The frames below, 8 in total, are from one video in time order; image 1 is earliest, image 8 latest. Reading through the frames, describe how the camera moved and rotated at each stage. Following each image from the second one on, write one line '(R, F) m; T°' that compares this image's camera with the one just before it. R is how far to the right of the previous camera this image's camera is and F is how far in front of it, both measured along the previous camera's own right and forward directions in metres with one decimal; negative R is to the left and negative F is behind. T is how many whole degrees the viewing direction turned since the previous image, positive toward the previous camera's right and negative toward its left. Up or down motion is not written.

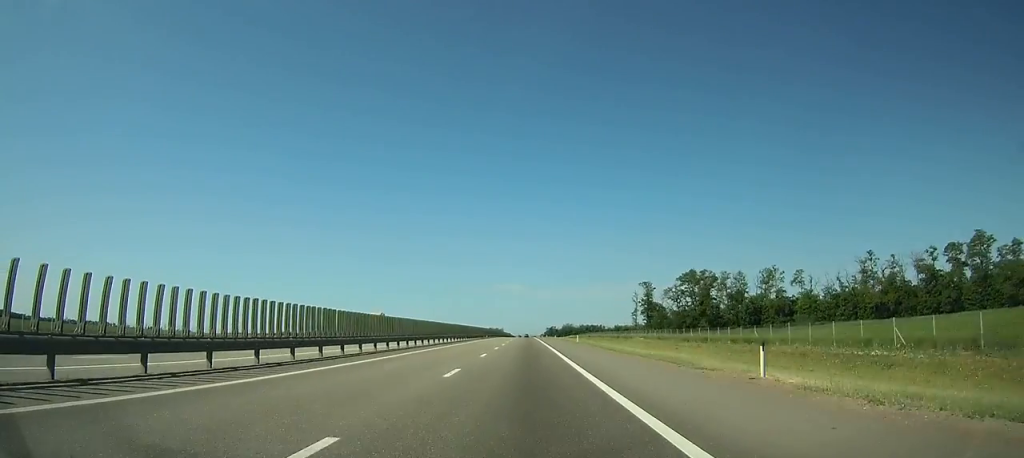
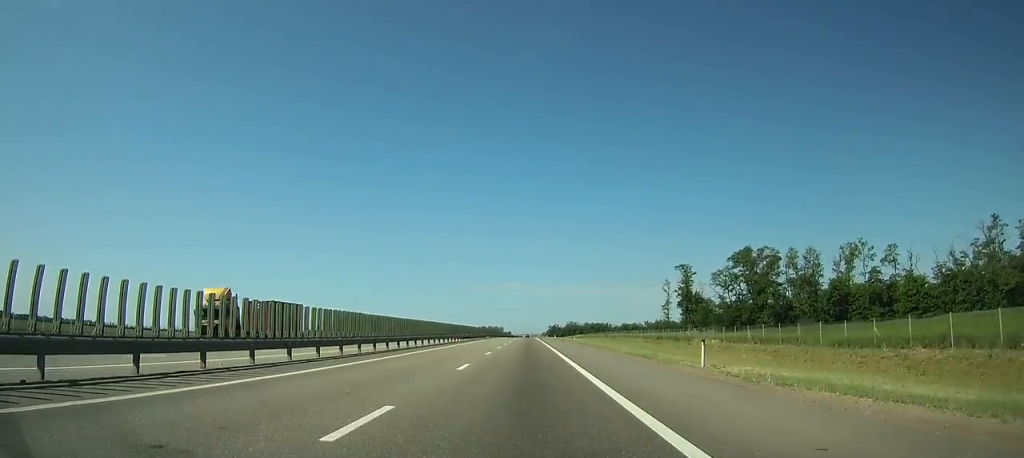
(+0.1, +46.2) m; 0°
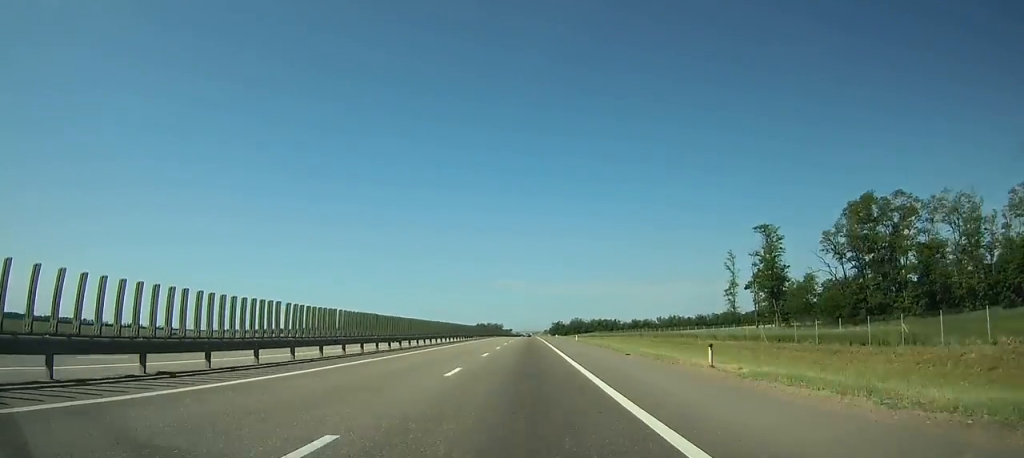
(-0.1, +50.8) m; 0°
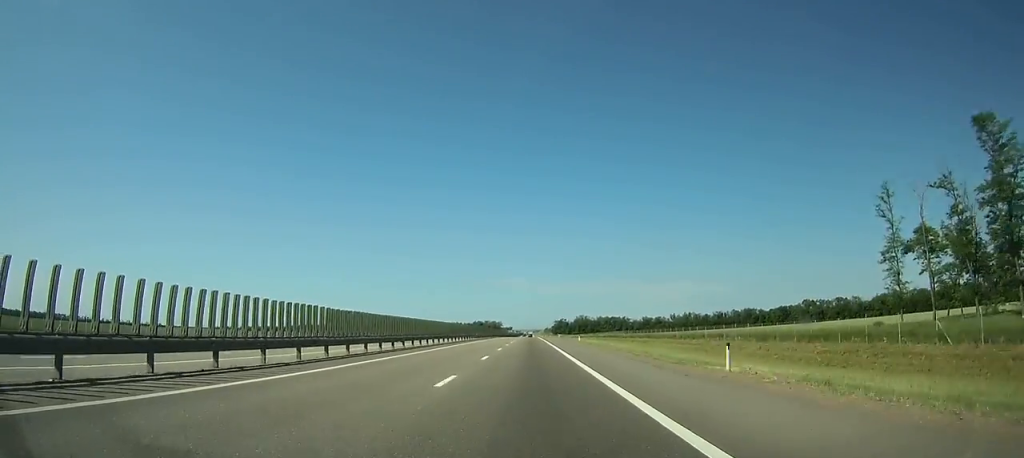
(-0.1, +50.4) m; 0°
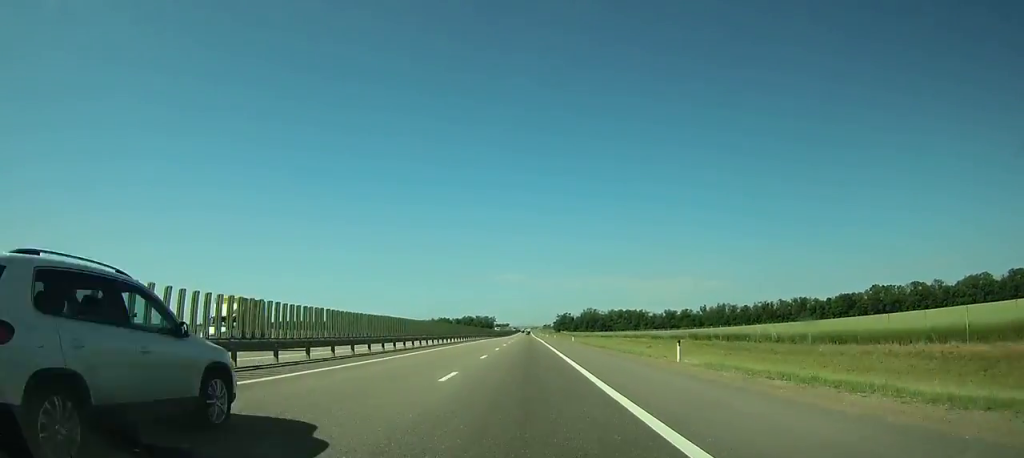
(0.0, +92.5) m; 0°
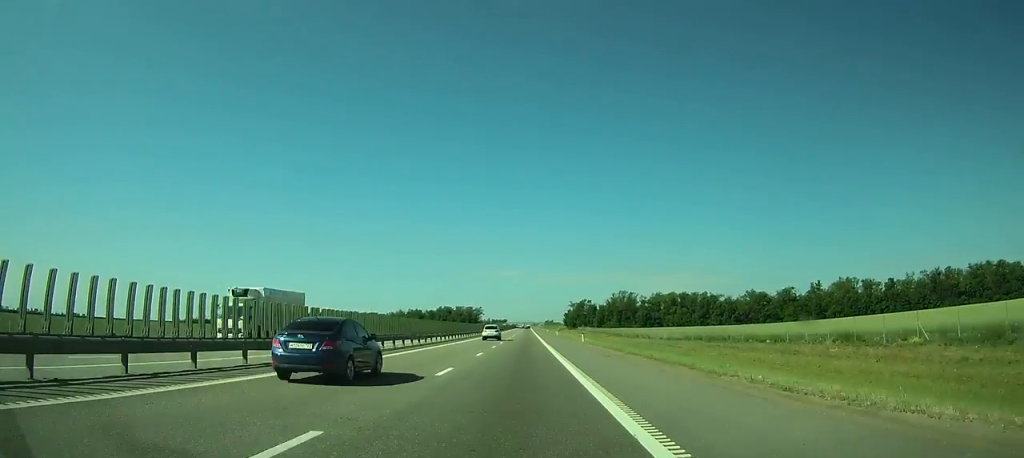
(+0.3, +168.5) m; 0°
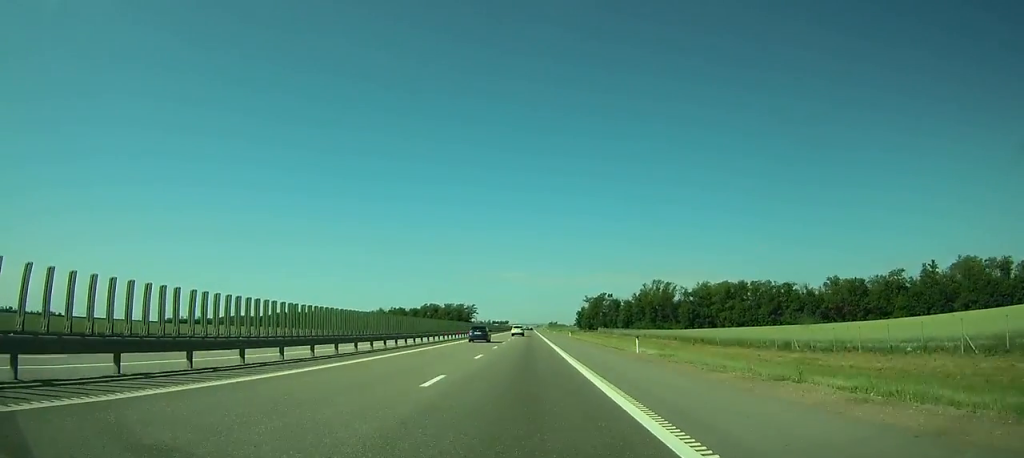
(-0.1, +77.4) m; 0°
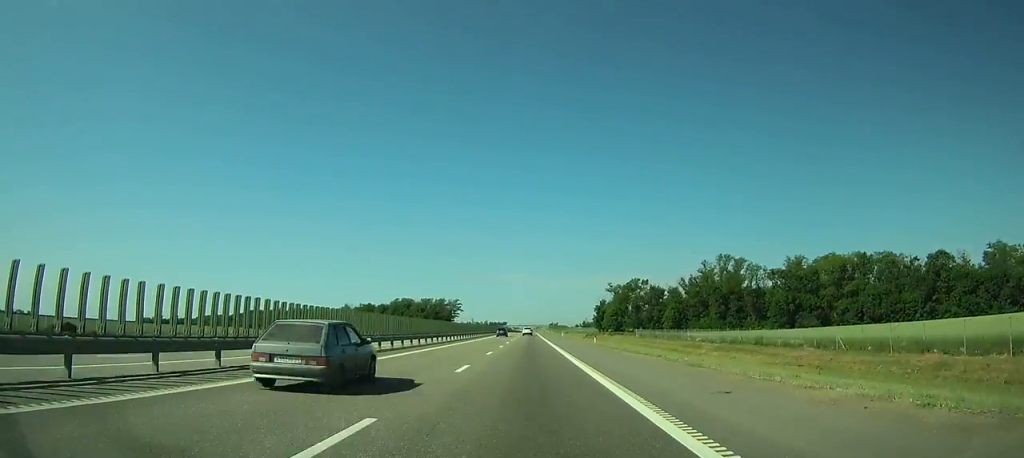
(0.0, +79.2) m; 0°
